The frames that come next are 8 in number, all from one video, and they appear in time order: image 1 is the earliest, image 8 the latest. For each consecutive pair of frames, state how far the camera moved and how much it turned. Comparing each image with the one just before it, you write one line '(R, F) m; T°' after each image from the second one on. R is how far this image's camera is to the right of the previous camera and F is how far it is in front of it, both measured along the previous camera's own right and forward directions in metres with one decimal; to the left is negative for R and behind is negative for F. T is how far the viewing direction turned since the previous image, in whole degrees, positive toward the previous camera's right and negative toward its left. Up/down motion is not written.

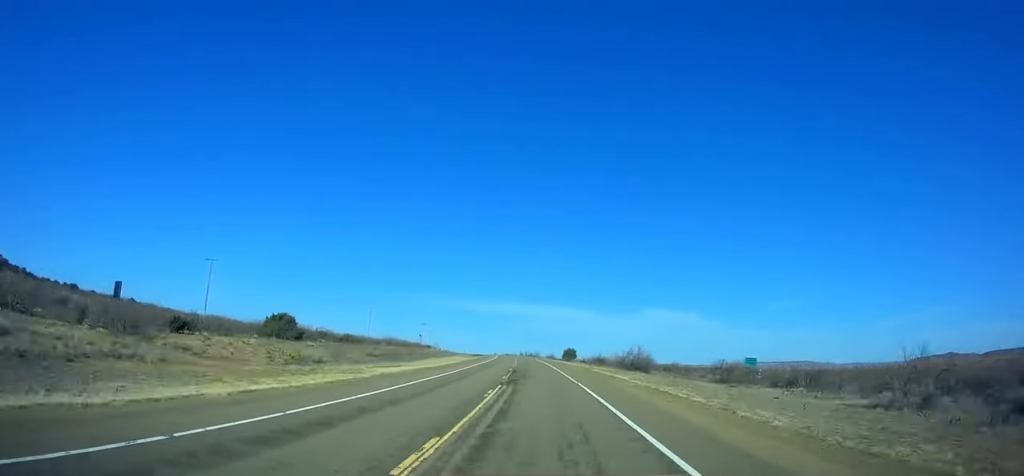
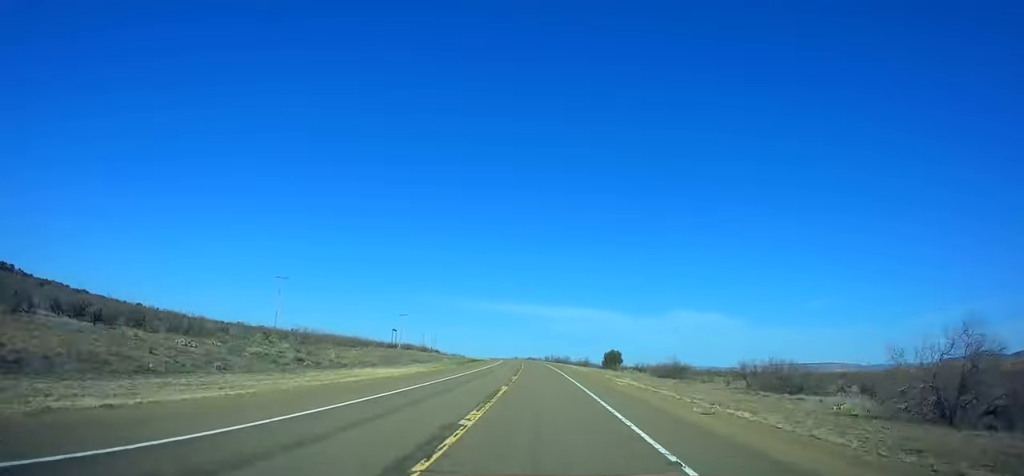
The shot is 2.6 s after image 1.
(-1.3, +69.2) m; -2°
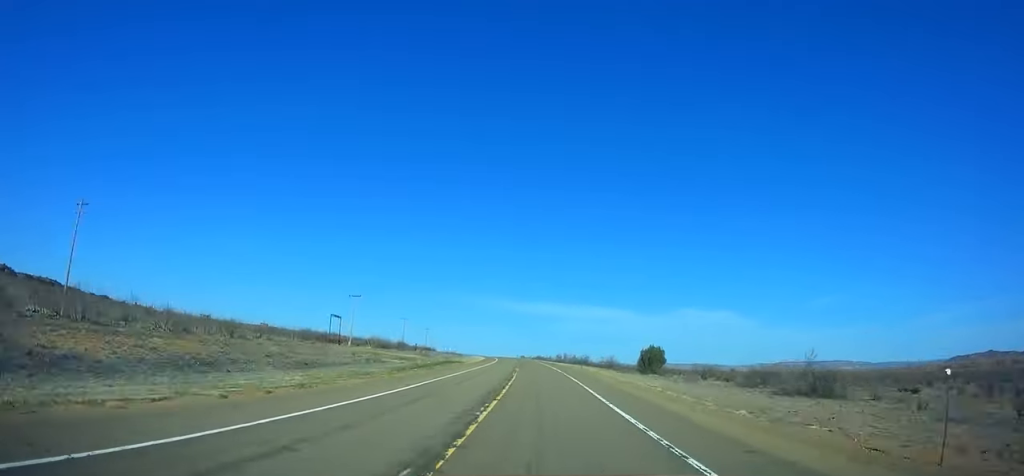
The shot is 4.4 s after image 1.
(-0.7, +47.2) m; -2°
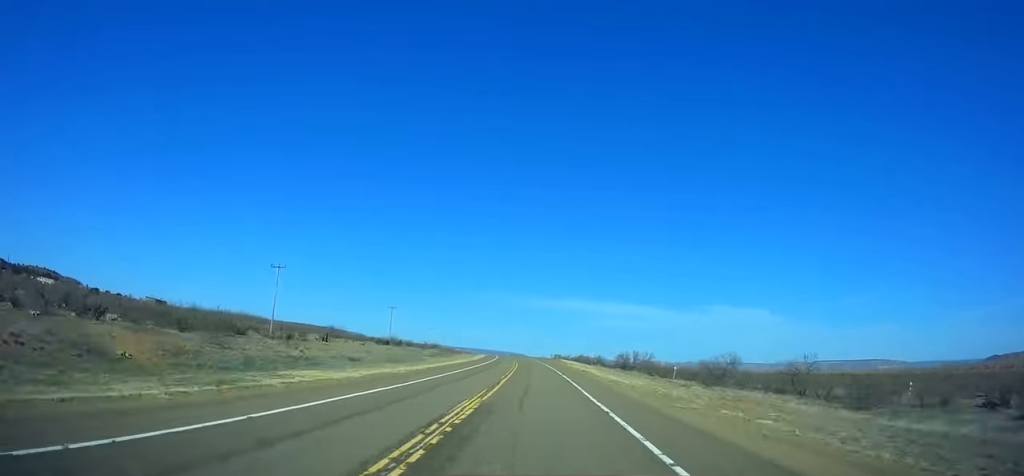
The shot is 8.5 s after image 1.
(-3.6, +102.8) m; -4°
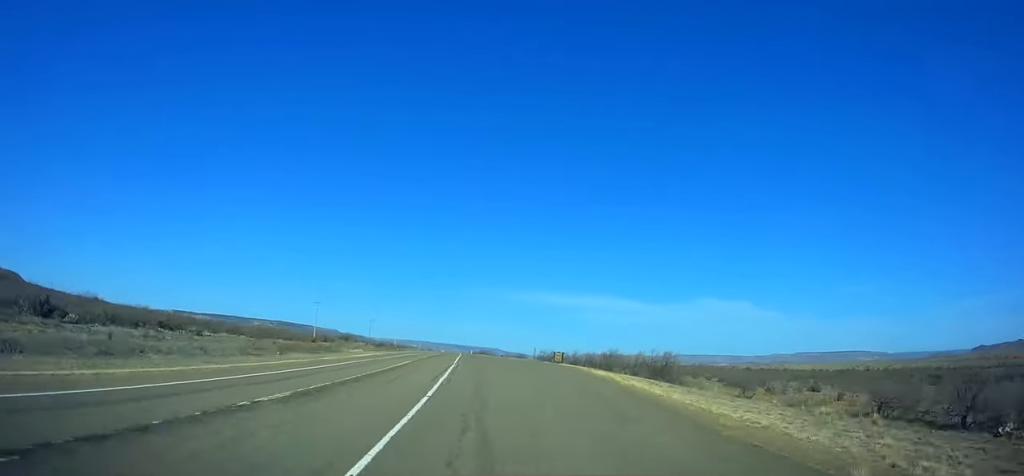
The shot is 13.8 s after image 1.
(-0.9, +110.0) m; +1°
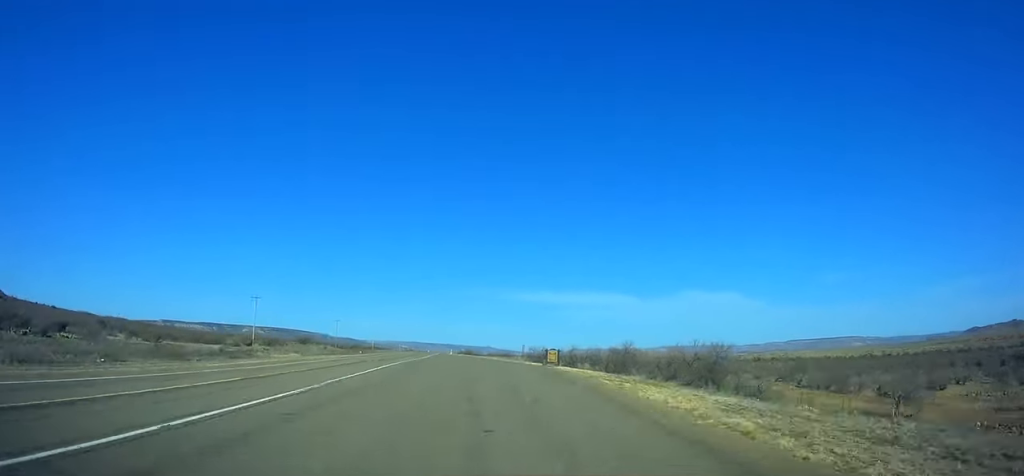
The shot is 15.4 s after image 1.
(+0.3, +27.3) m; +1°
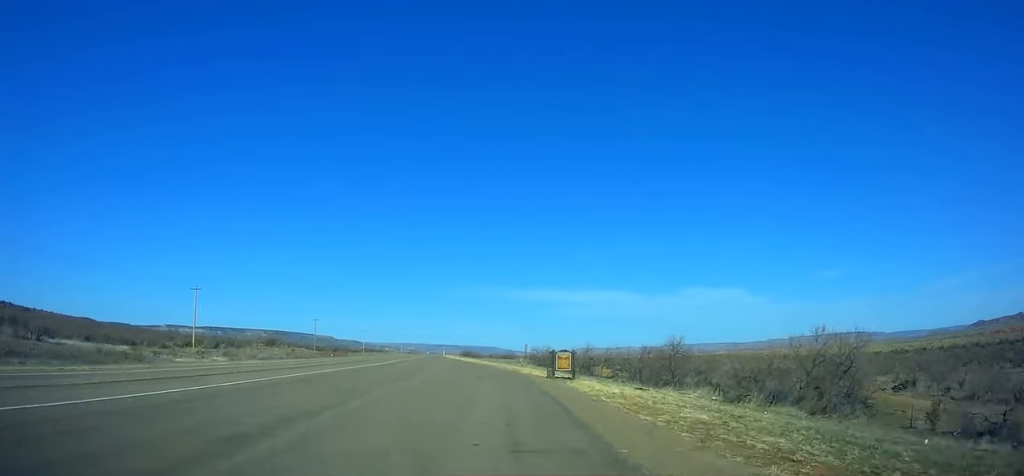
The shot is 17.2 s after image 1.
(+0.3, +22.1) m; 0°
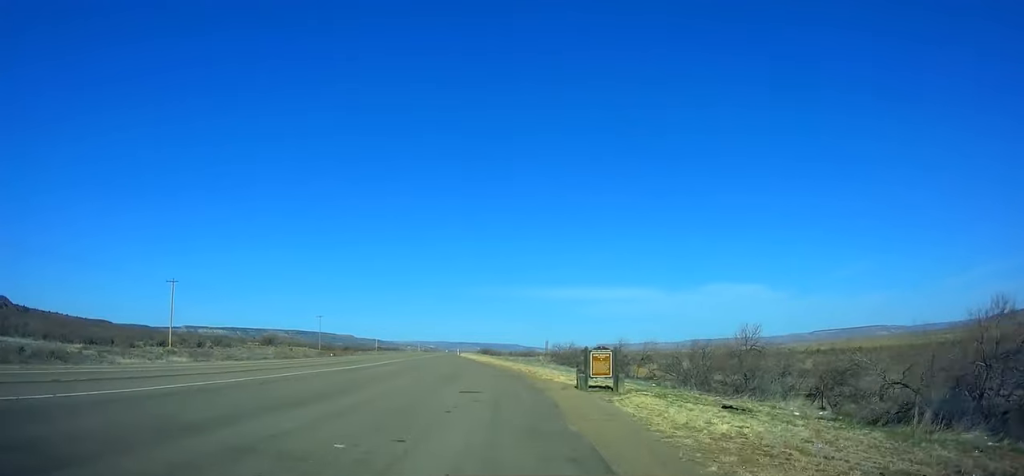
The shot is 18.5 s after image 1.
(+0.1, +15.5) m; 0°
